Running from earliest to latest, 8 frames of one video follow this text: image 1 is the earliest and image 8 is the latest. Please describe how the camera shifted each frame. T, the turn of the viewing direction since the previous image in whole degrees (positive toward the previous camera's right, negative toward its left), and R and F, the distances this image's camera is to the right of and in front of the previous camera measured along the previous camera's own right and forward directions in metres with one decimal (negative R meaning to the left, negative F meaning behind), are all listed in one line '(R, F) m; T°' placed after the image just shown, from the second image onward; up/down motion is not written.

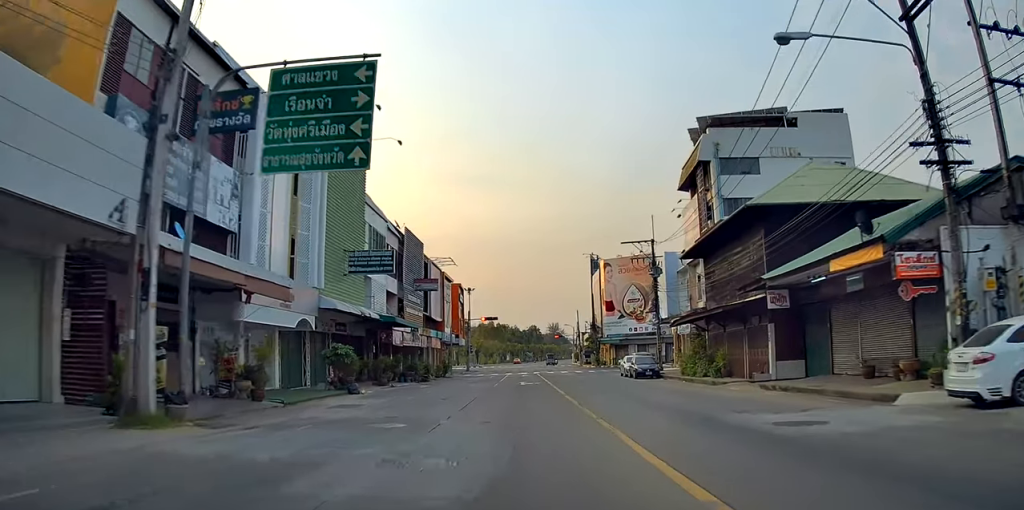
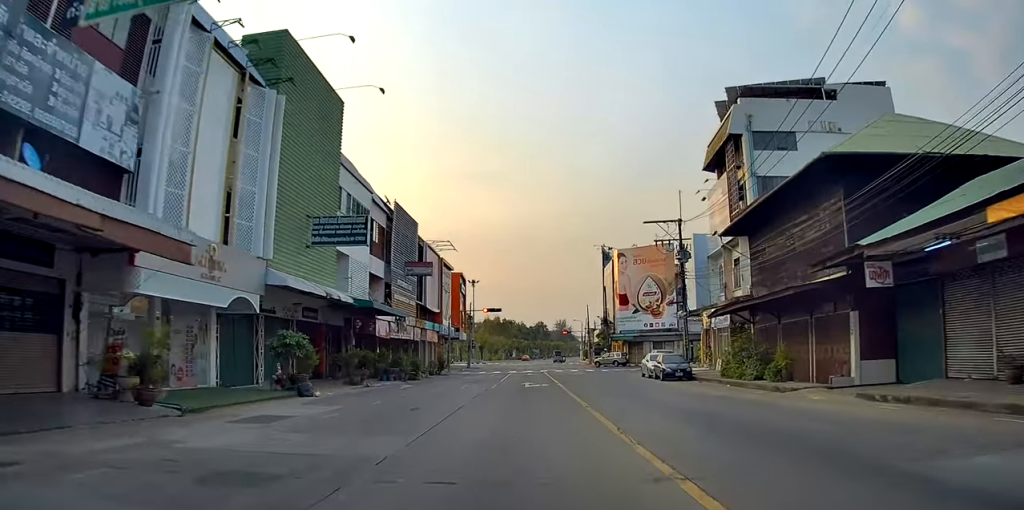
(-0.1, +6.9) m; +3°
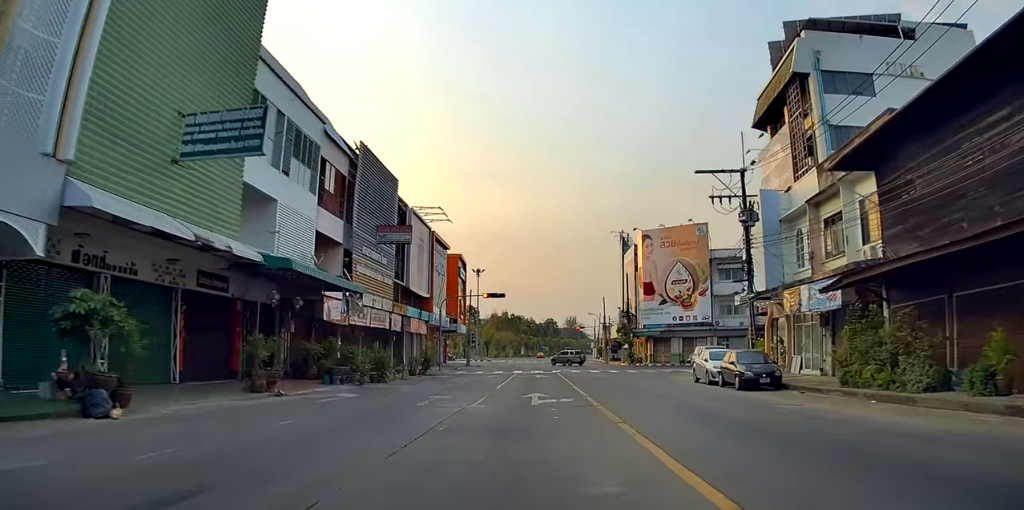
(+0.7, +11.7) m; 0°
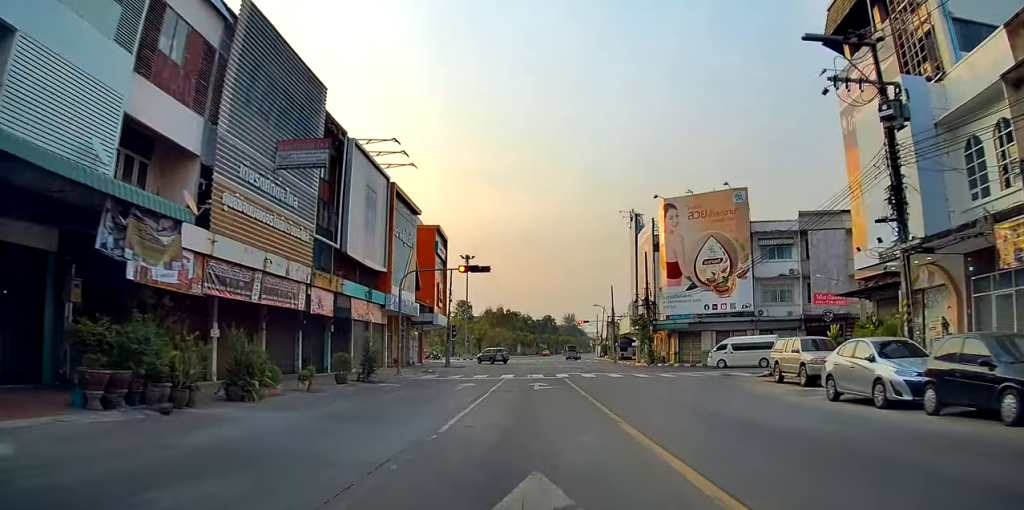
(-0.5, +14.8) m; +1°
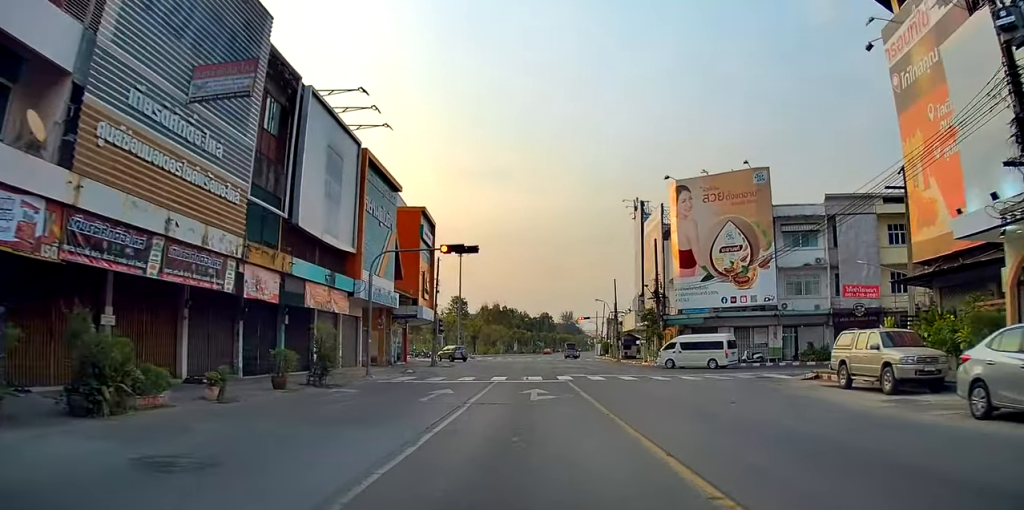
(+0.3, +6.8) m; +2°
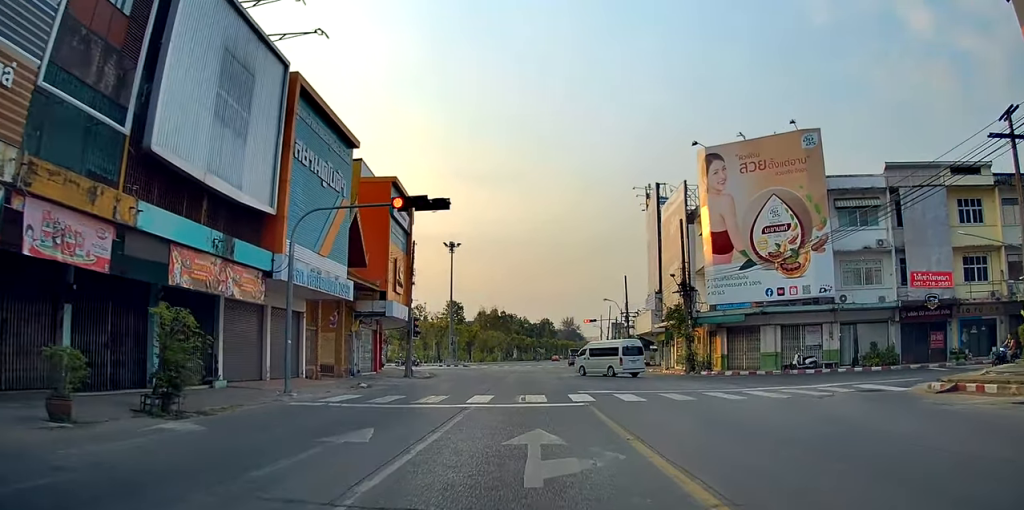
(-0.2, +11.9) m; -9°
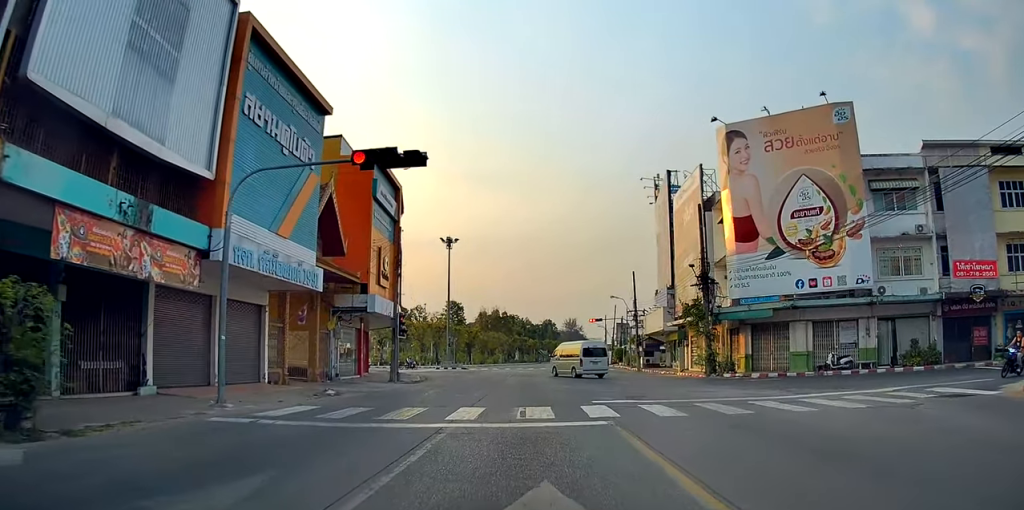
(-0.7, +5.1) m; -6°
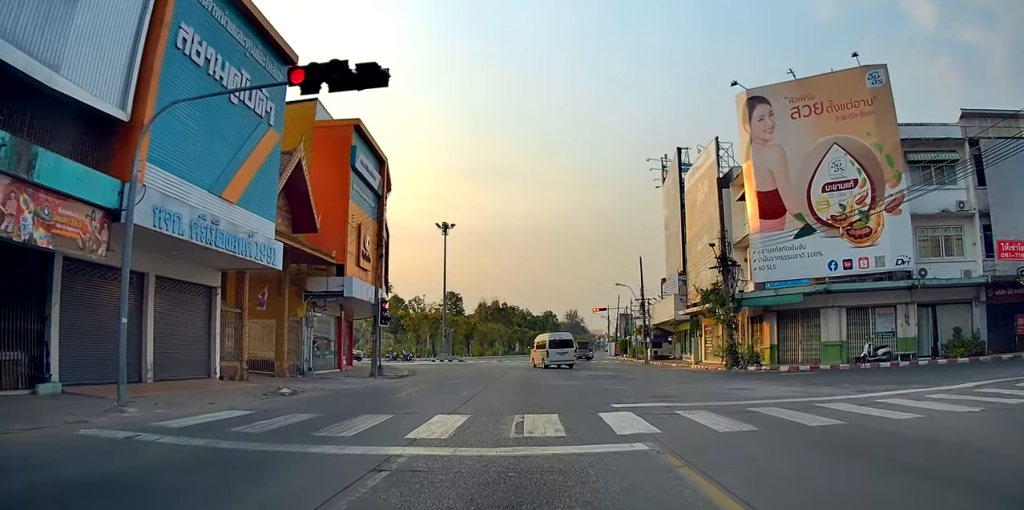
(-0.1, +4.8) m; 0°
